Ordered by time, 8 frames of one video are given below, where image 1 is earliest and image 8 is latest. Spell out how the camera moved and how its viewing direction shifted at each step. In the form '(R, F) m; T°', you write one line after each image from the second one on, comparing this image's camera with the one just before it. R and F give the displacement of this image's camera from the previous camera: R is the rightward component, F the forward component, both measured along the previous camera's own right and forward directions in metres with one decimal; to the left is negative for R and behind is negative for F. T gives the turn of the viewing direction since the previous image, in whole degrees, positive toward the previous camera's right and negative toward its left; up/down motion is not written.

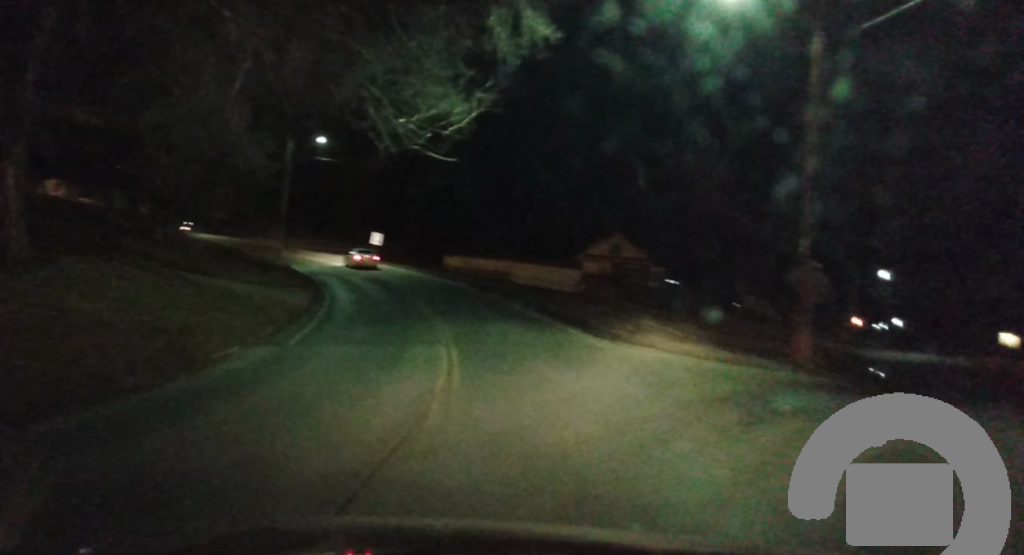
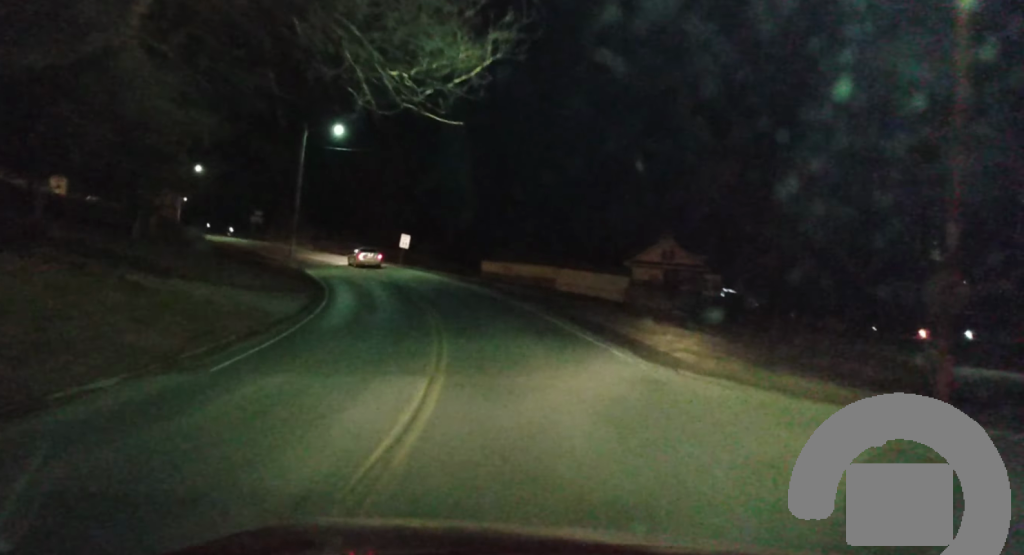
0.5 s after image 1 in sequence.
(-0.1, +6.7) m; -3°
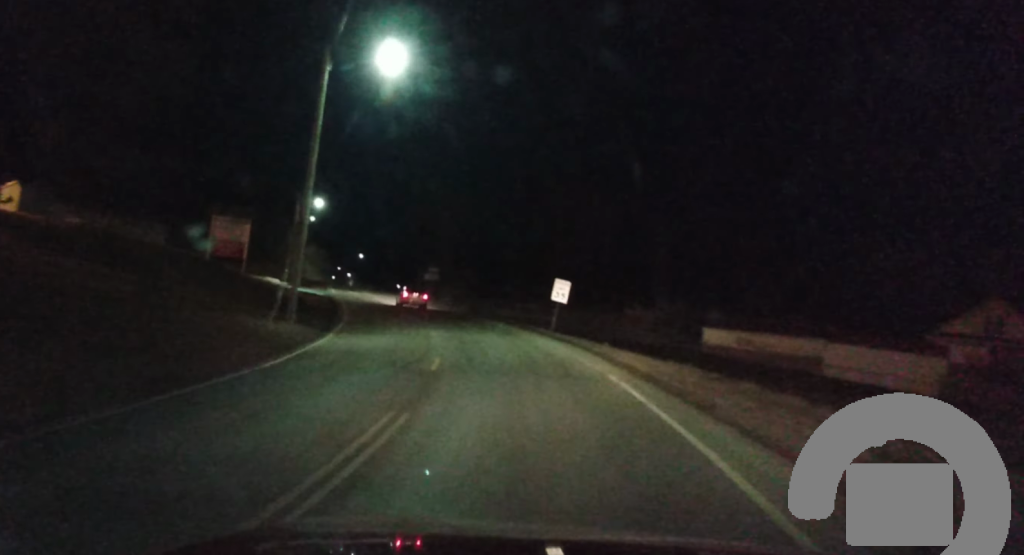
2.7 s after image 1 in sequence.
(-3.5, +31.1) m; -14°
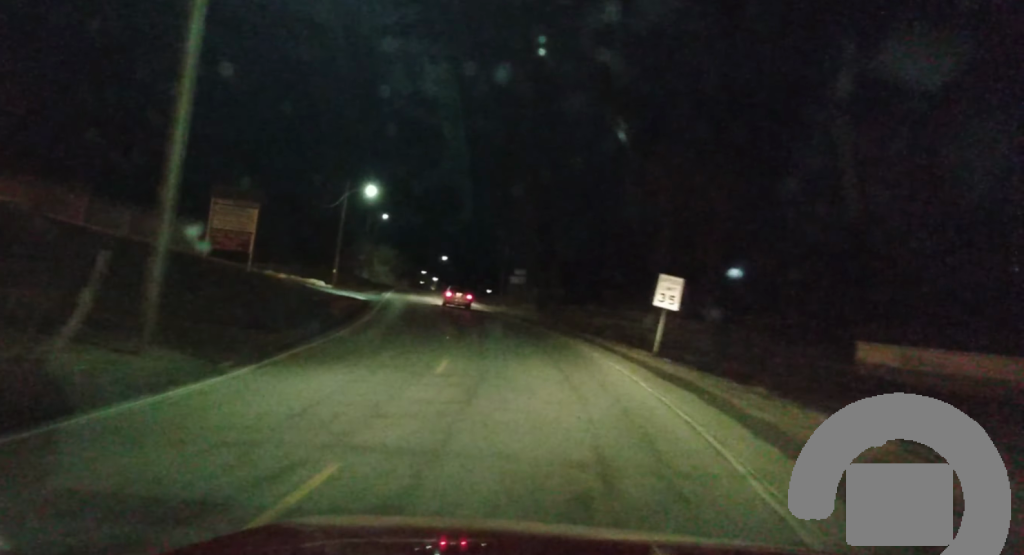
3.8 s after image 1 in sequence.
(-1.2, +14.9) m; -7°
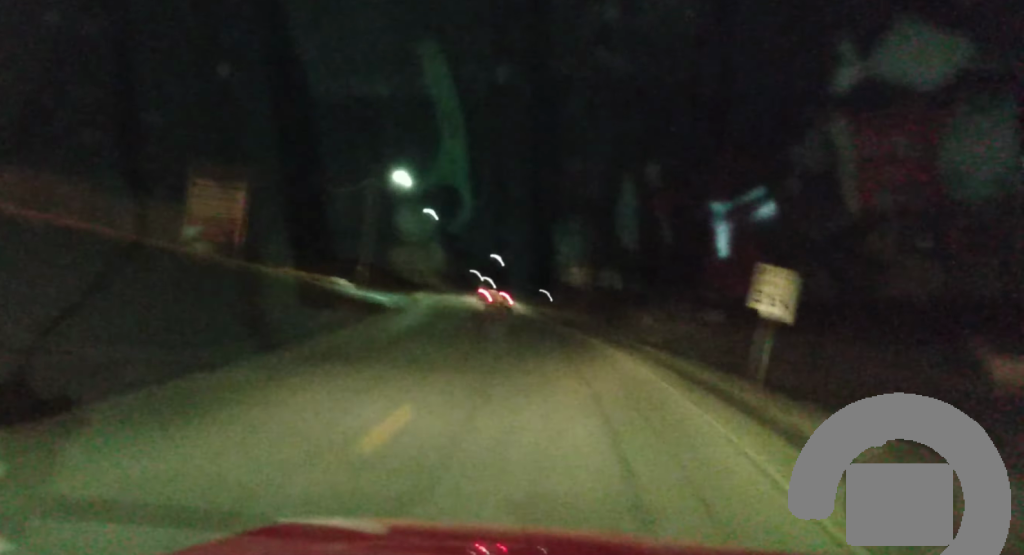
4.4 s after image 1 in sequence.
(-0.5, +9.1) m; -3°
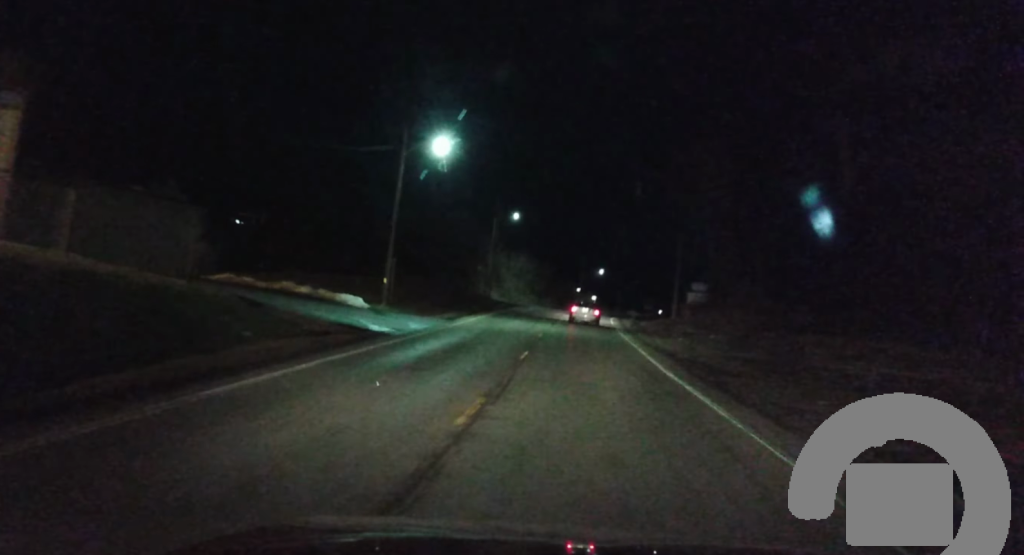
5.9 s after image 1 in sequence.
(-0.5, +22.2) m; -5°
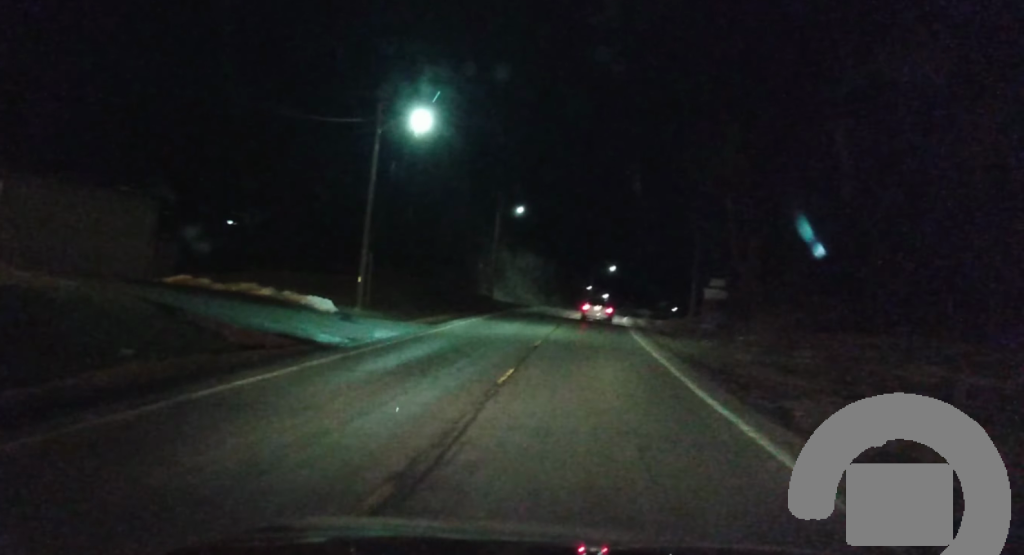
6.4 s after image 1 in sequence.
(0.0, +6.6) m; -2°
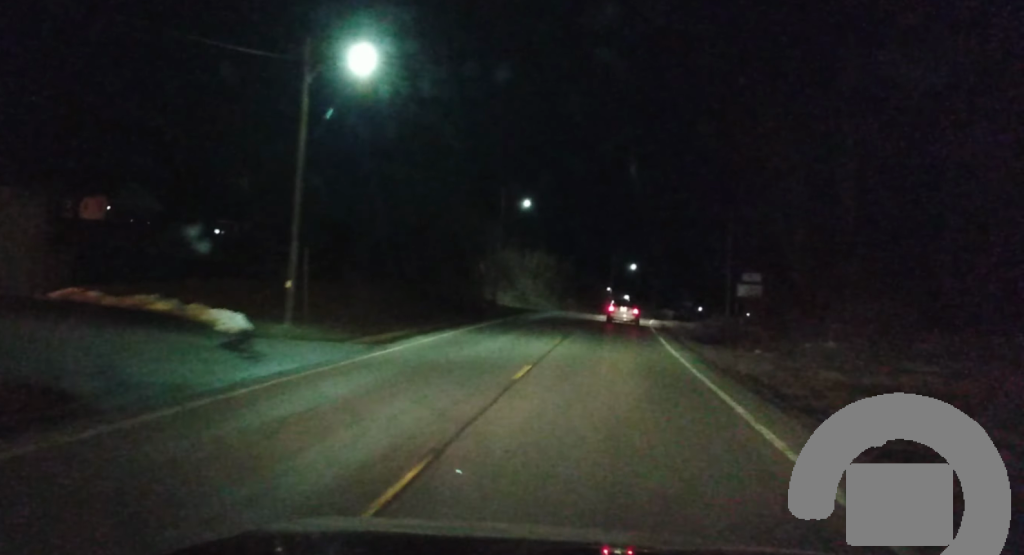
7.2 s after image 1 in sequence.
(-0.6, +11.3) m; 0°
